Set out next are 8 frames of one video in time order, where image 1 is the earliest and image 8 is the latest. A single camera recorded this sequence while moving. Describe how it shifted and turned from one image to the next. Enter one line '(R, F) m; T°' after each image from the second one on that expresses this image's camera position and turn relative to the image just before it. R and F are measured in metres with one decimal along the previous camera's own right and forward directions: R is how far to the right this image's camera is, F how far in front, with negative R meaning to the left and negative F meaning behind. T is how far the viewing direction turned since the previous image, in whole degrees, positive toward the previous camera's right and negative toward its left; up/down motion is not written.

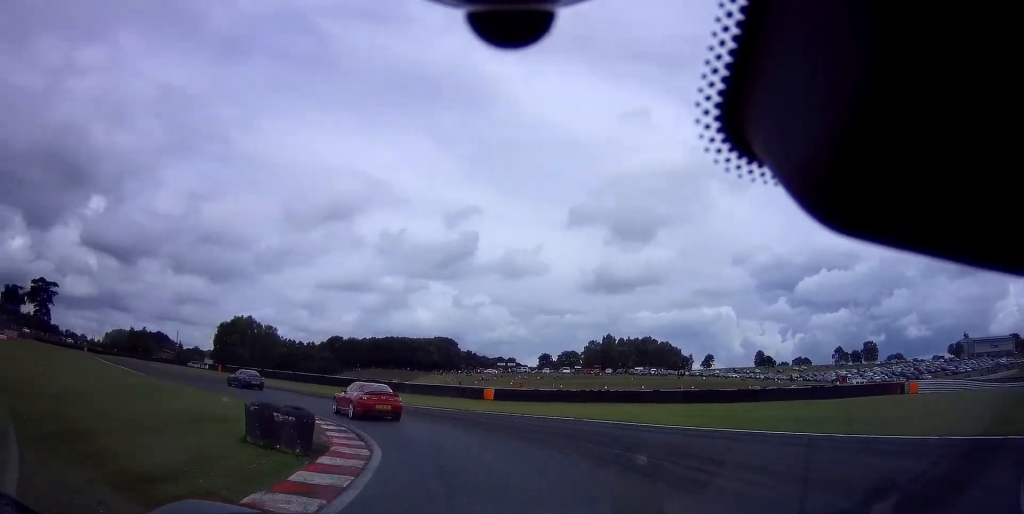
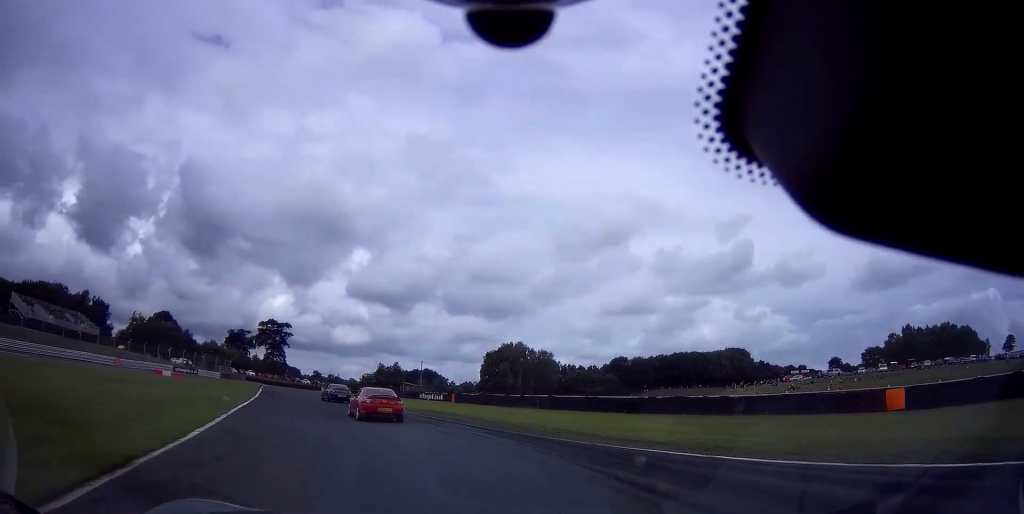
(-4.5, +21.3) m; -27°
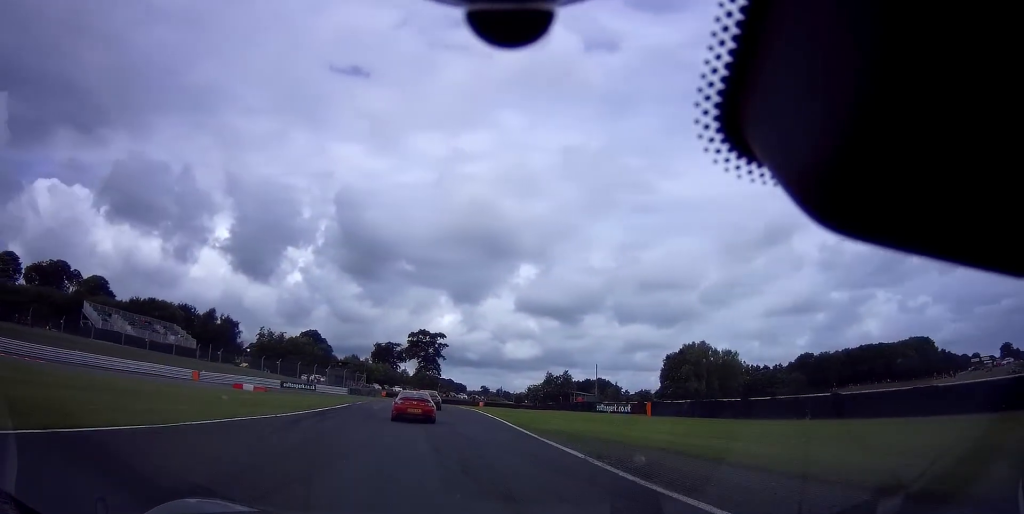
(-3.4, +18.7) m; -17°
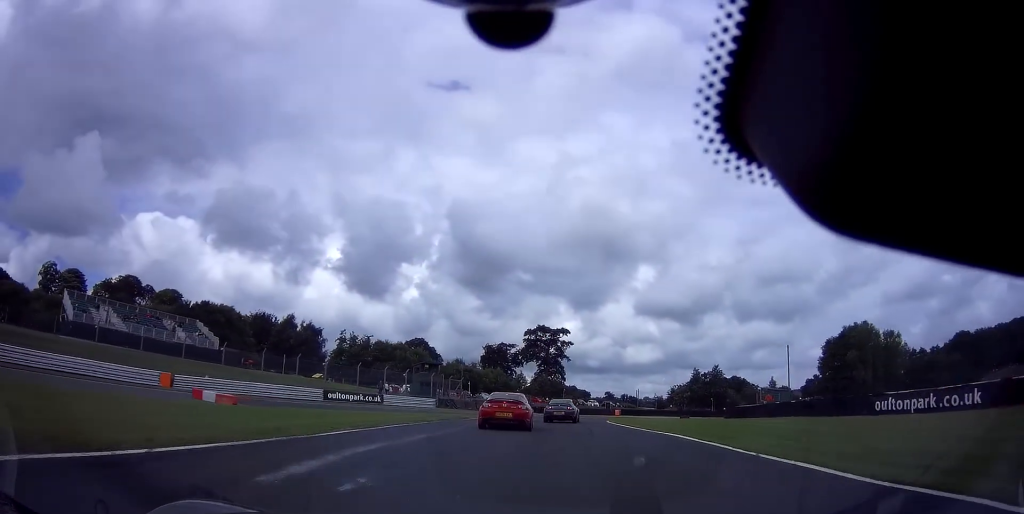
(-3.1, +25.6) m; -9°
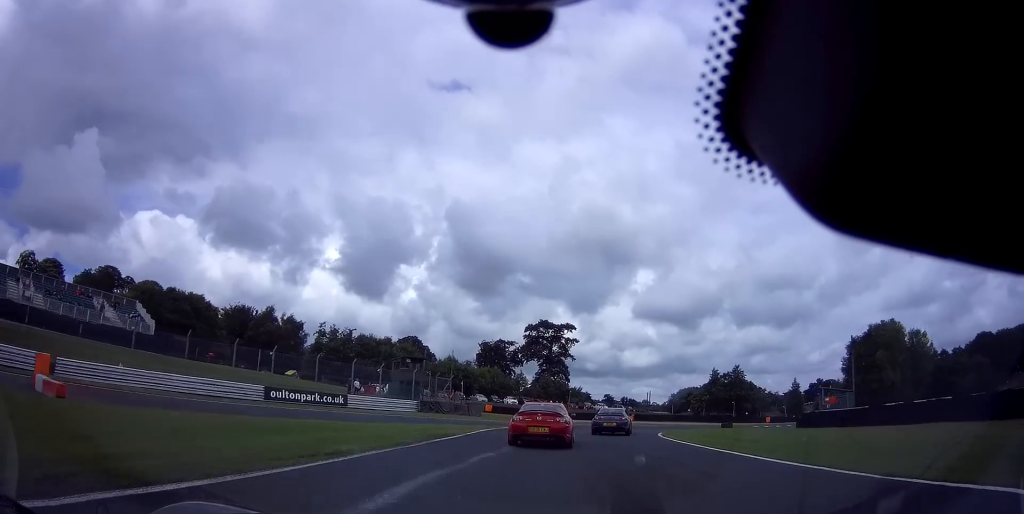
(-0.7, +12.2) m; +1°
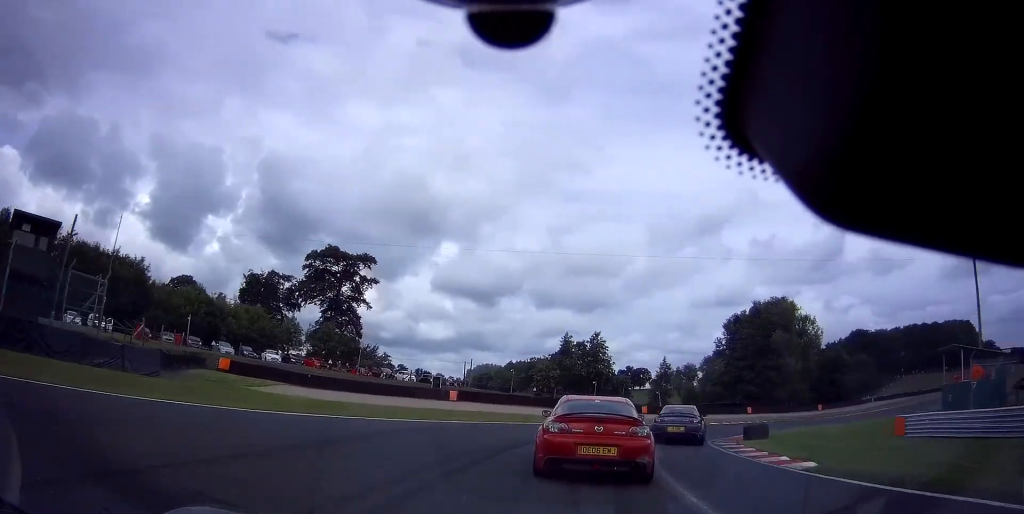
(+3.4, +31.9) m; +19°
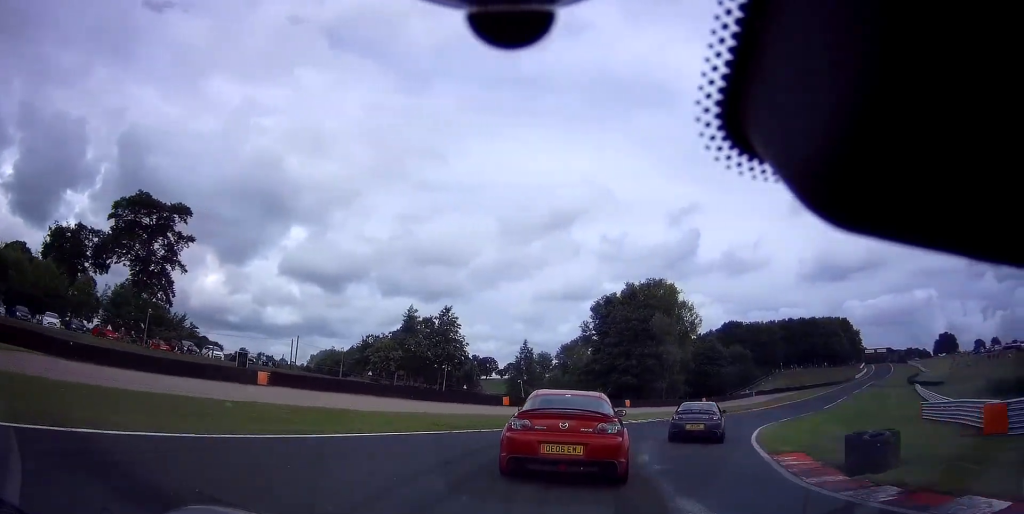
(+1.3, +14.0) m; +16°
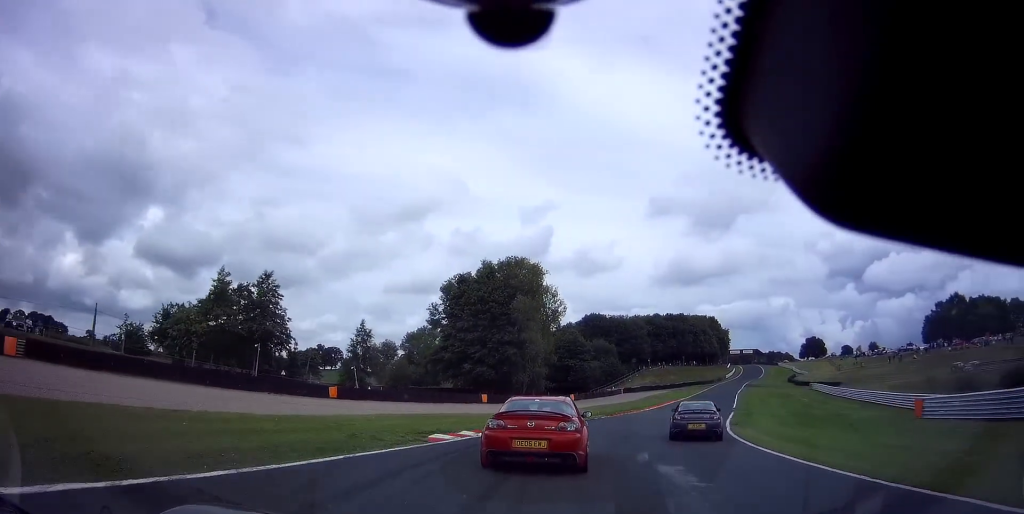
(+2.6, +13.0) m; +16°
